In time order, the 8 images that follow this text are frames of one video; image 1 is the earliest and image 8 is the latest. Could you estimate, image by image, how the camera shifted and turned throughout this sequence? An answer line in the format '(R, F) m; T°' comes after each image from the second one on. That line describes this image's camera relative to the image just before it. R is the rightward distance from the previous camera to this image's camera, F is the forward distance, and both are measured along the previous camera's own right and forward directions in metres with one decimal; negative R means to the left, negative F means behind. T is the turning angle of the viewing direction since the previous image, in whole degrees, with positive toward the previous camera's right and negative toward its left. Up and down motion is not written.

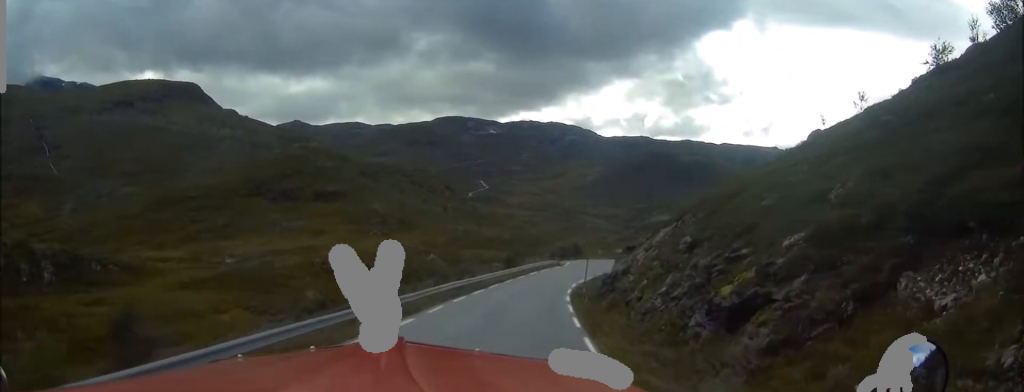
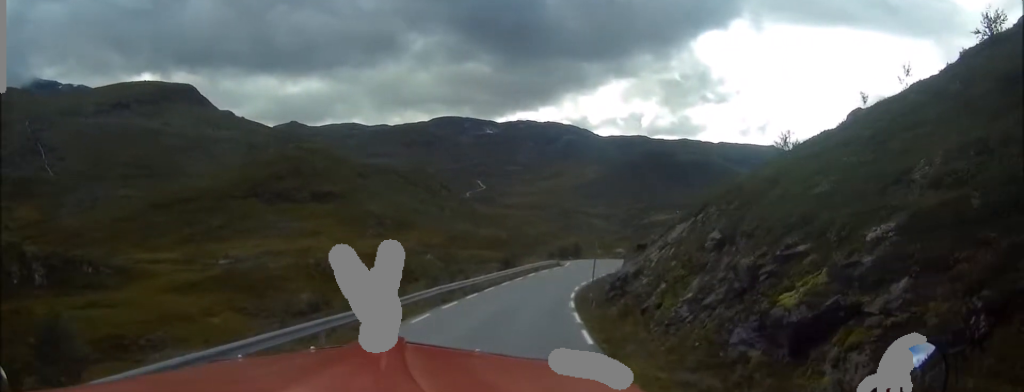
(+0.1, +4.3) m; 0°
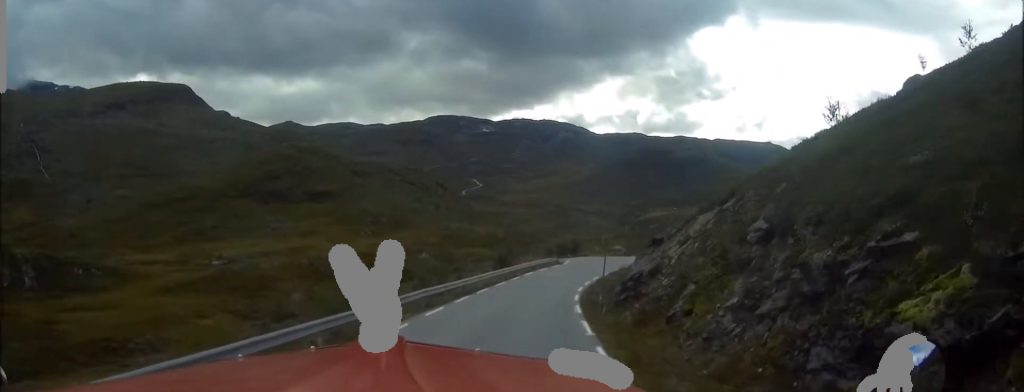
(-0.1, +4.8) m; -1°
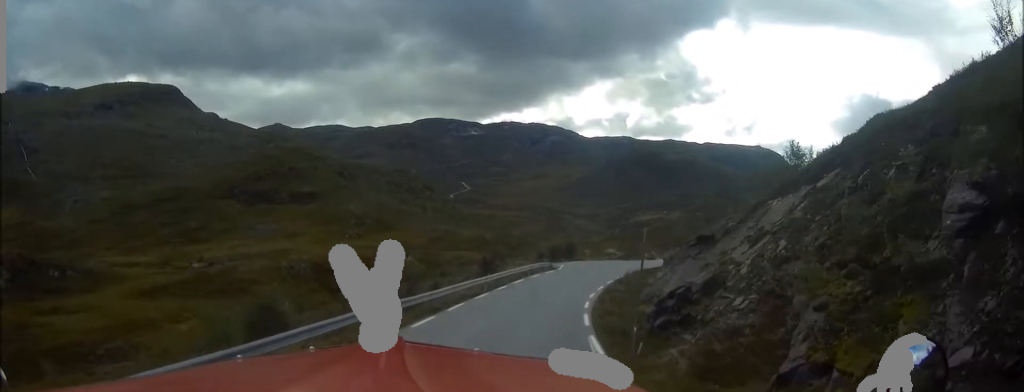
(+0.1, +9.6) m; +3°
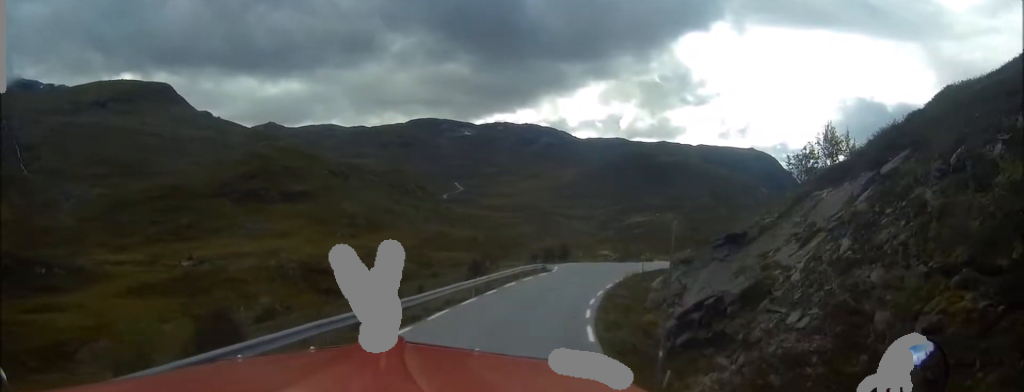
(+0.2, +3.8) m; 0°
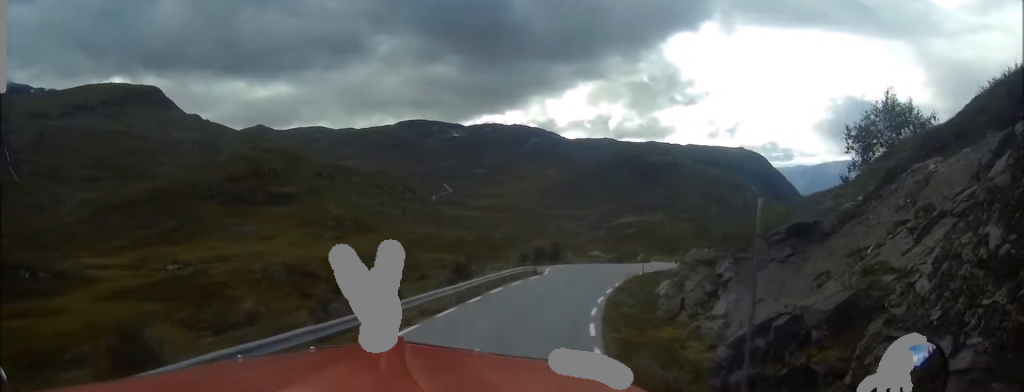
(0.0, +5.0) m; -1°
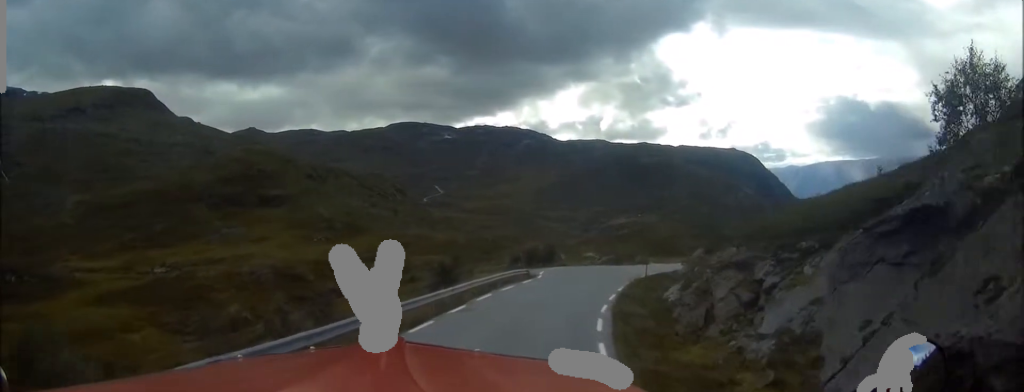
(0.0, +4.6) m; -3°
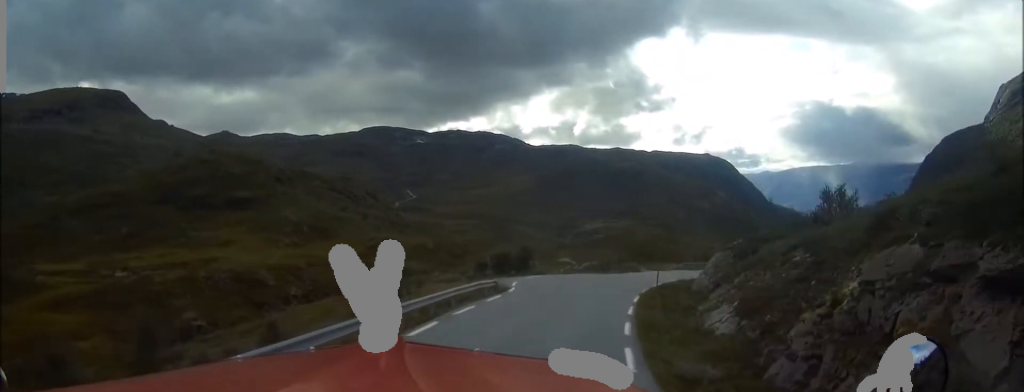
(0.0, +12.4) m; +3°
